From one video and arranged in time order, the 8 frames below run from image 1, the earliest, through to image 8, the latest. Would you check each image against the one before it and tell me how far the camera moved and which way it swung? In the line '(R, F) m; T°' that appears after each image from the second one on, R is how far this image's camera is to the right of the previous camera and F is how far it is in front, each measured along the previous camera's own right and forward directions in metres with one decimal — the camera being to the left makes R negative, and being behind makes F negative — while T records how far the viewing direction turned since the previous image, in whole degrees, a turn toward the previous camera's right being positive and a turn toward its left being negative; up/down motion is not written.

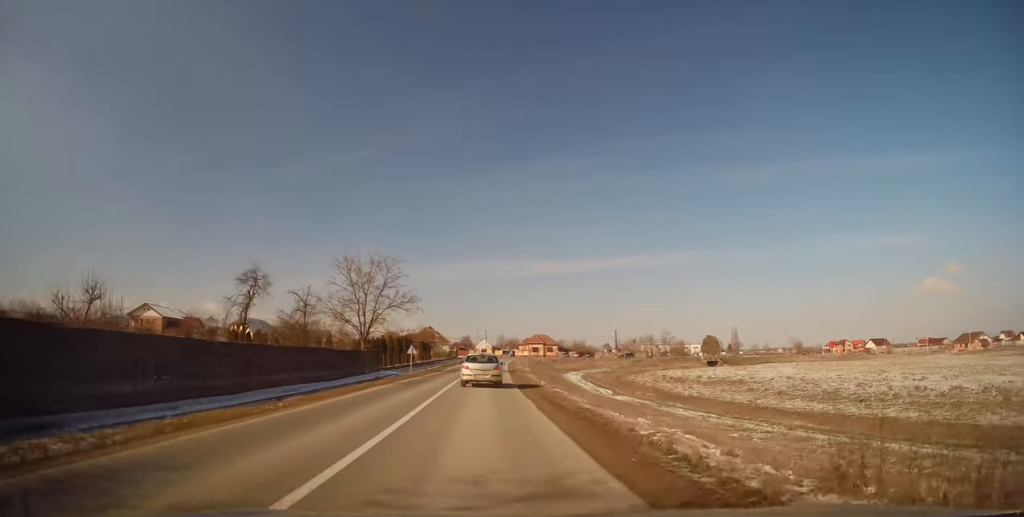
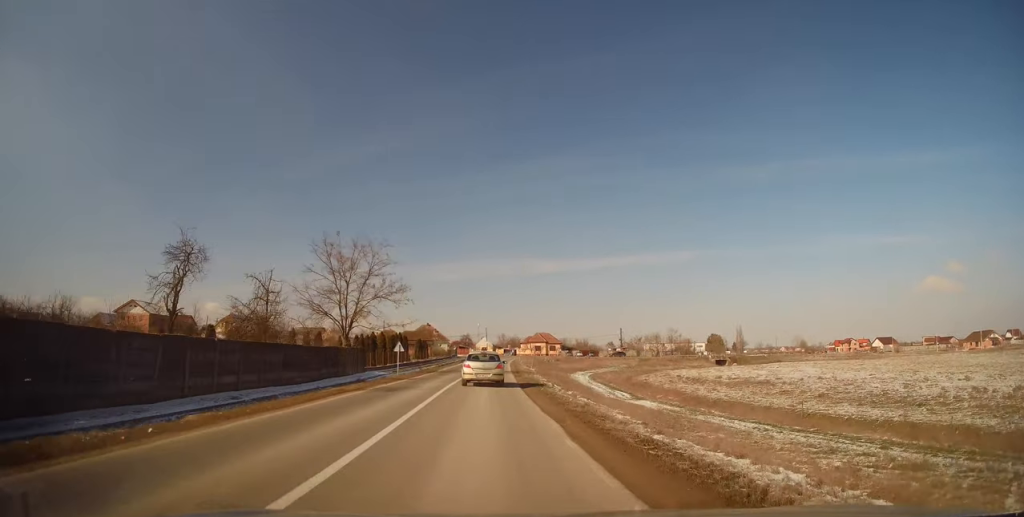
(-0.1, +5.6) m; -1°
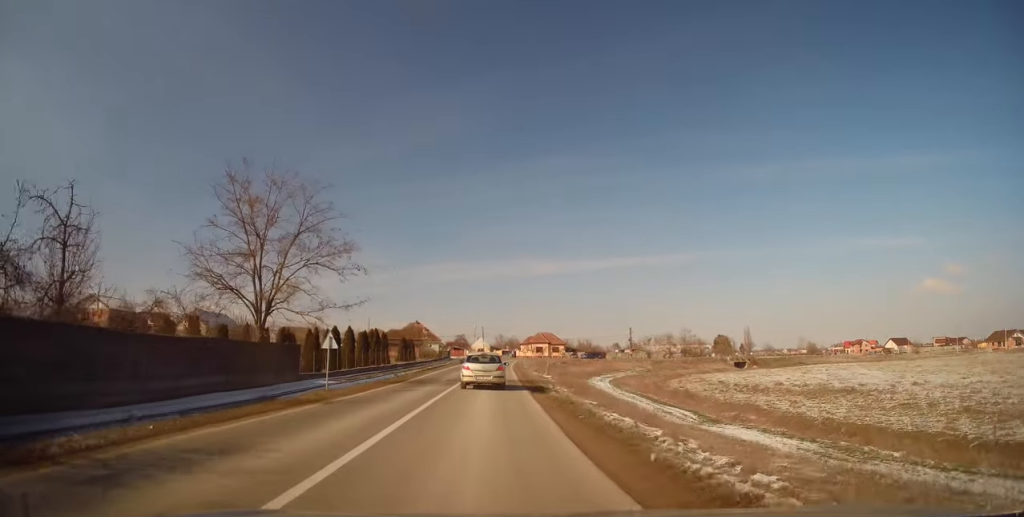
(0.0, +13.9) m; 0°
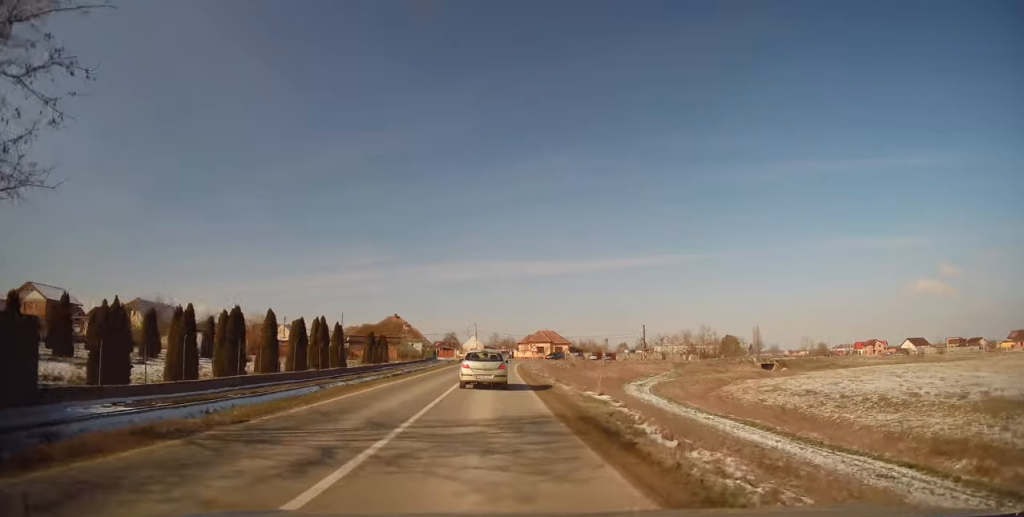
(+0.2, +17.9) m; +1°
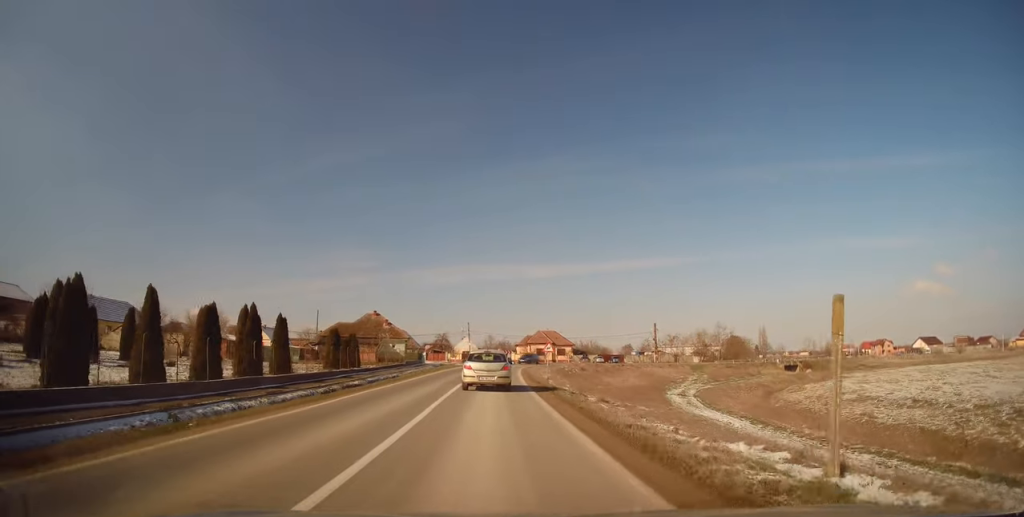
(0.0, +12.4) m; -1°
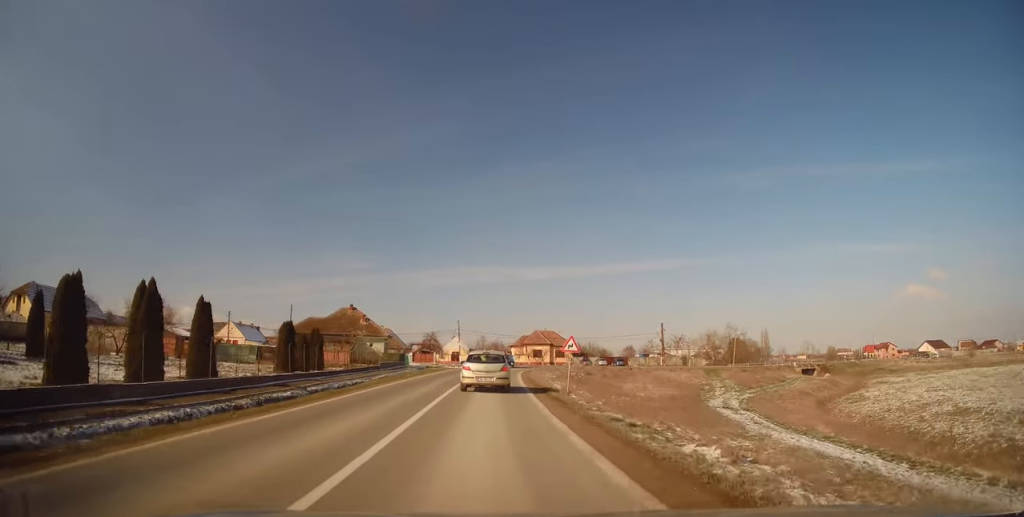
(-0.1, +9.8) m; 0°
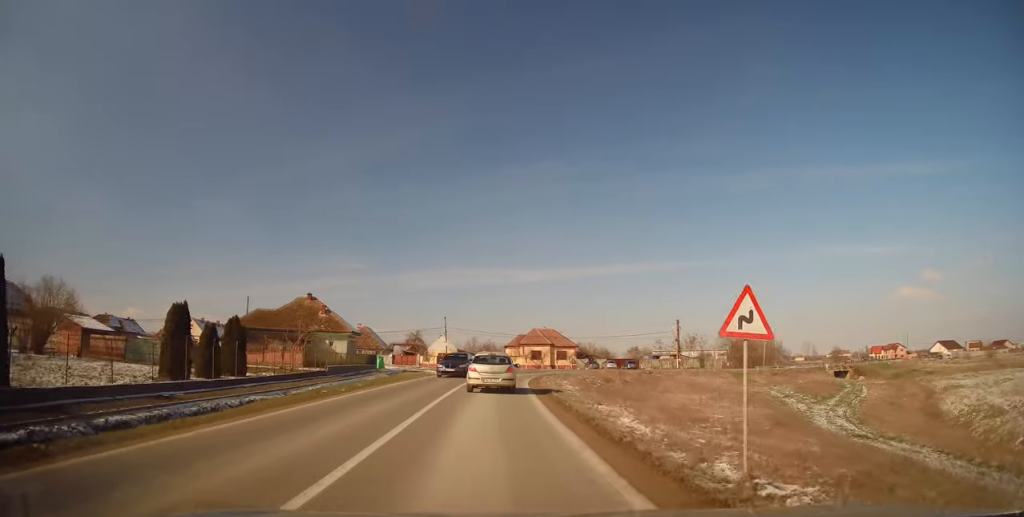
(+0.3, +13.7) m; +3°
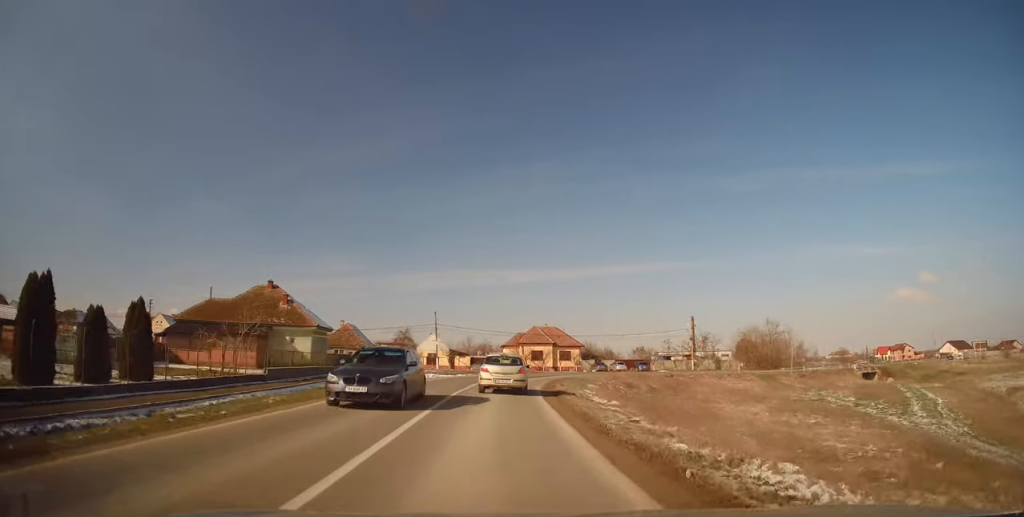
(+0.3, +9.2) m; +1°
